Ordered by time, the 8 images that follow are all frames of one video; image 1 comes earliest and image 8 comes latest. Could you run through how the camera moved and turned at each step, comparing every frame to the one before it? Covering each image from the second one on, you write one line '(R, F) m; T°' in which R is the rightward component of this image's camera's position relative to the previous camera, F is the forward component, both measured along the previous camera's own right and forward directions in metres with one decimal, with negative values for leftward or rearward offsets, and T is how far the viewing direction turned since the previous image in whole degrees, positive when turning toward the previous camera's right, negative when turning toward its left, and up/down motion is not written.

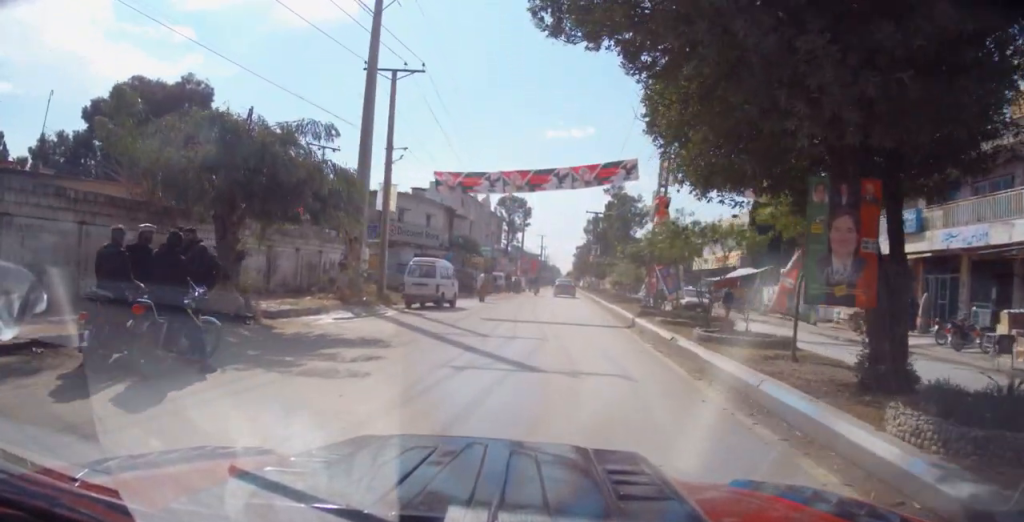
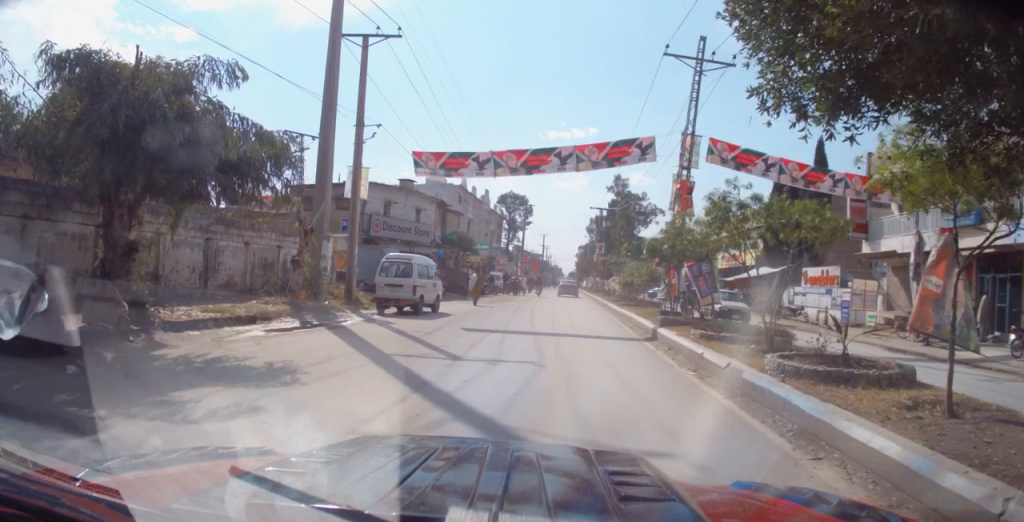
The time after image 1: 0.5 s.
(0.0, +4.0) m; +1°
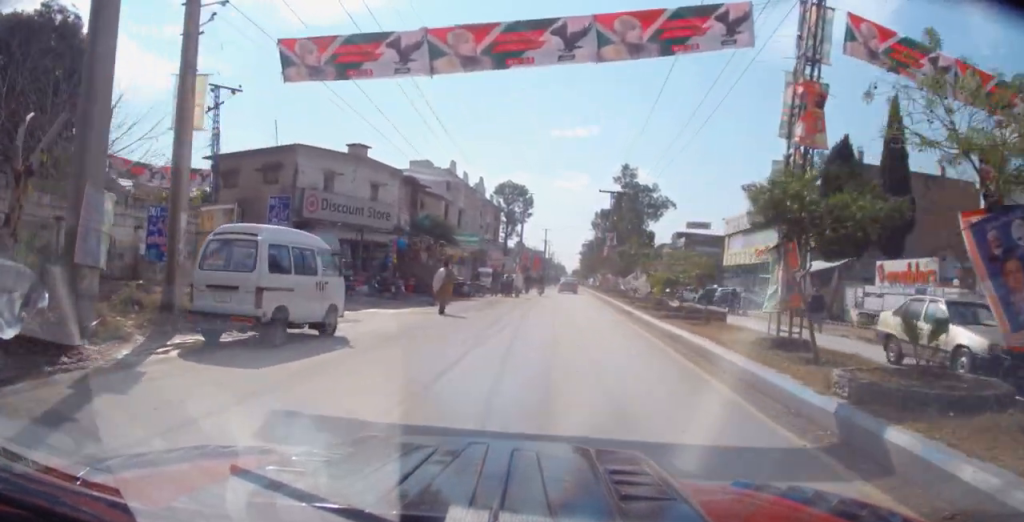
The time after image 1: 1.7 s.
(+0.3, +10.1) m; +1°
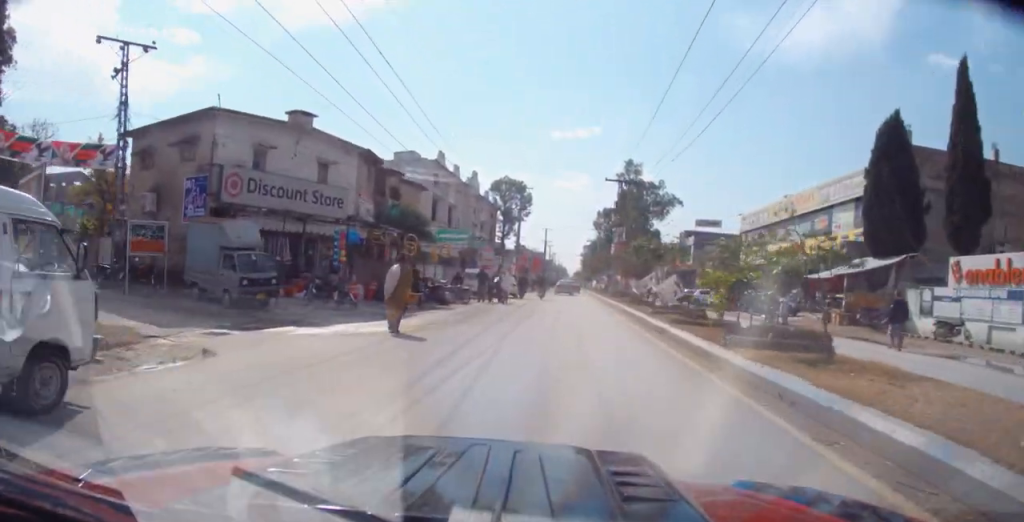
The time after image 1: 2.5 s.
(-0.1, +6.7) m; -2°
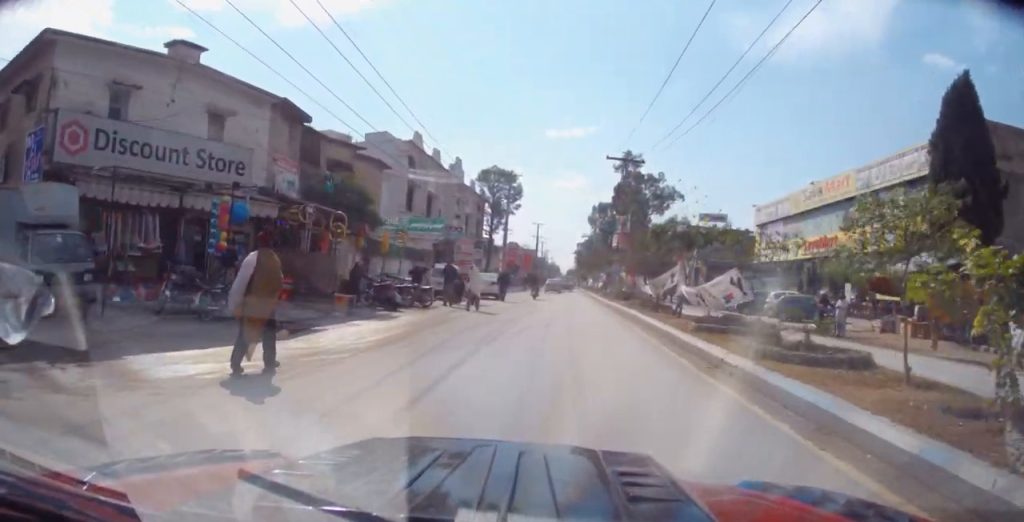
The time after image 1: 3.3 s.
(-0.3, +7.4) m; -1°
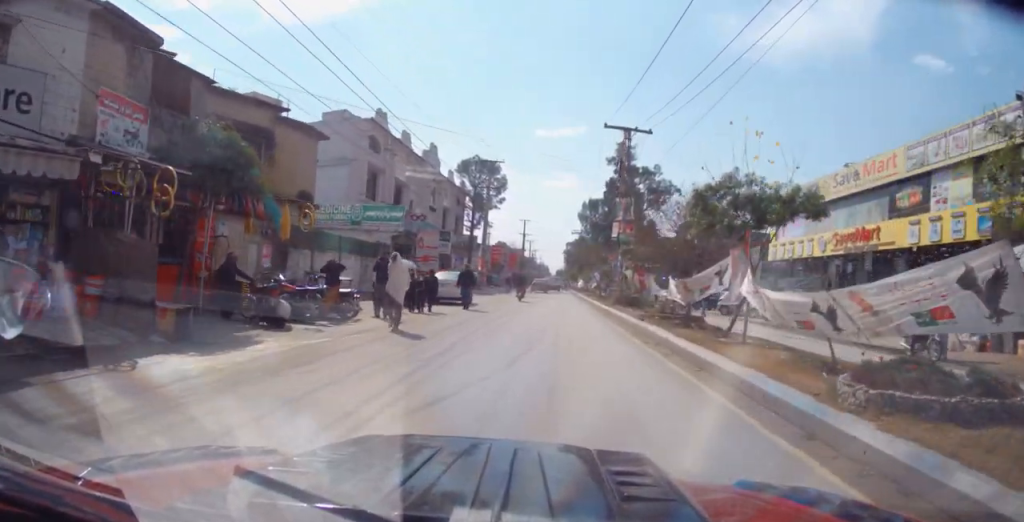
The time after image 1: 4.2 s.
(+0.1, +7.7) m; +3°
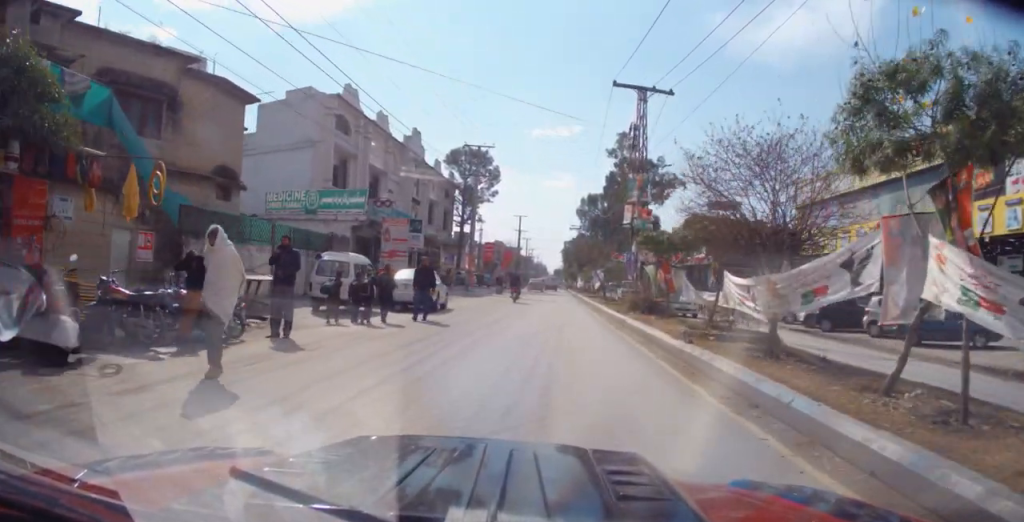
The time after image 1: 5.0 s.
(+0.2, +6.6) m; +2°
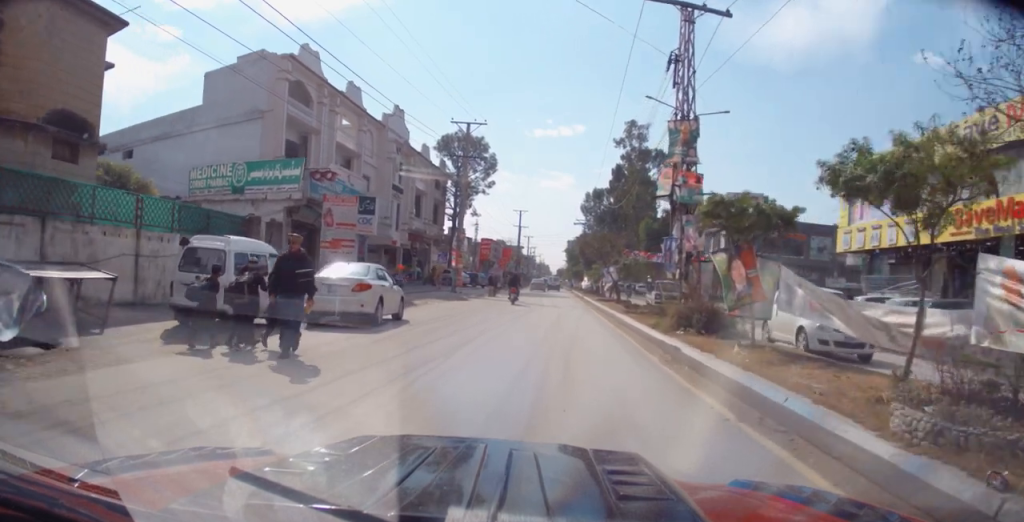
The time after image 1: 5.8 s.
(+0.1, +7.6) m; -2°
